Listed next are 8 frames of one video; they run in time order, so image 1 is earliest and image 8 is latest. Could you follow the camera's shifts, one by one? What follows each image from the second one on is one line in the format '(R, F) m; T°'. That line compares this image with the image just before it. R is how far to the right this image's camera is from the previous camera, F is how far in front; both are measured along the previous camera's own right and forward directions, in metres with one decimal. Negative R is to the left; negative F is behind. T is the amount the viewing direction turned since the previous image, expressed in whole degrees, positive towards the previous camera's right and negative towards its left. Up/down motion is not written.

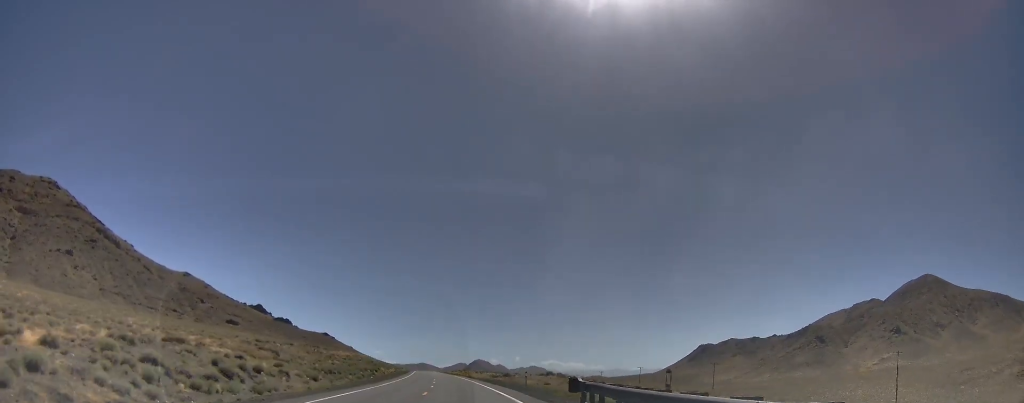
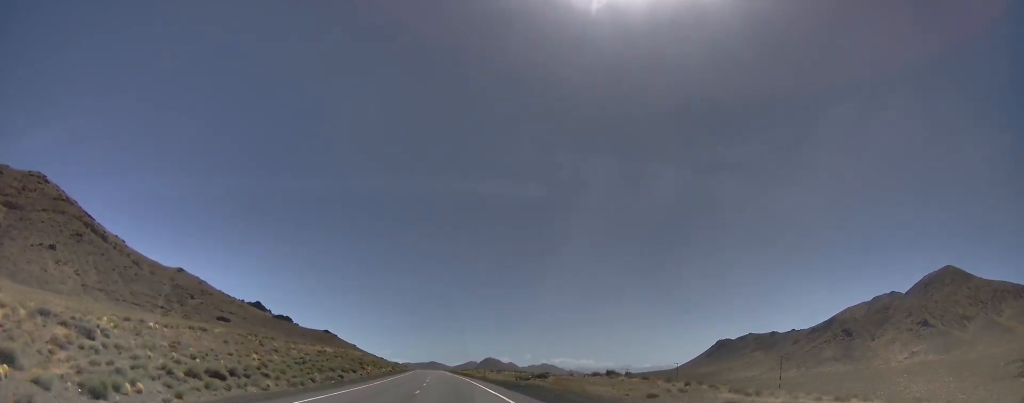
(-0.1, +26.8) m; 0°
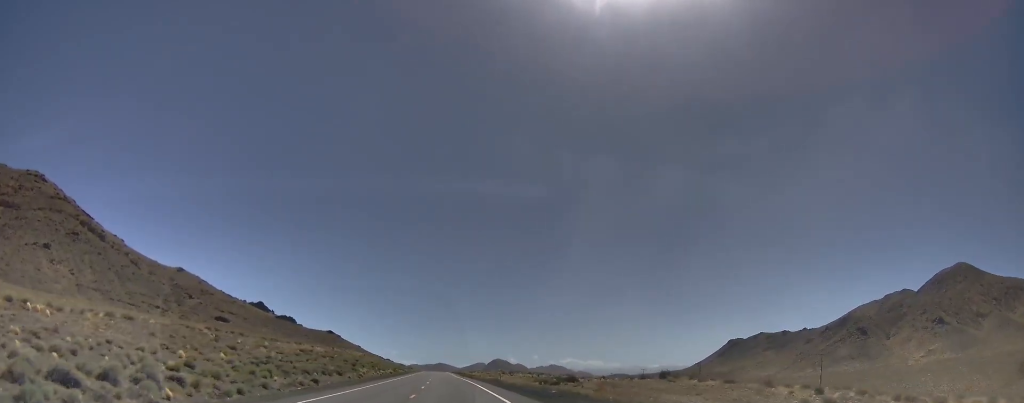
(-0.1, +10.6) m; 0°
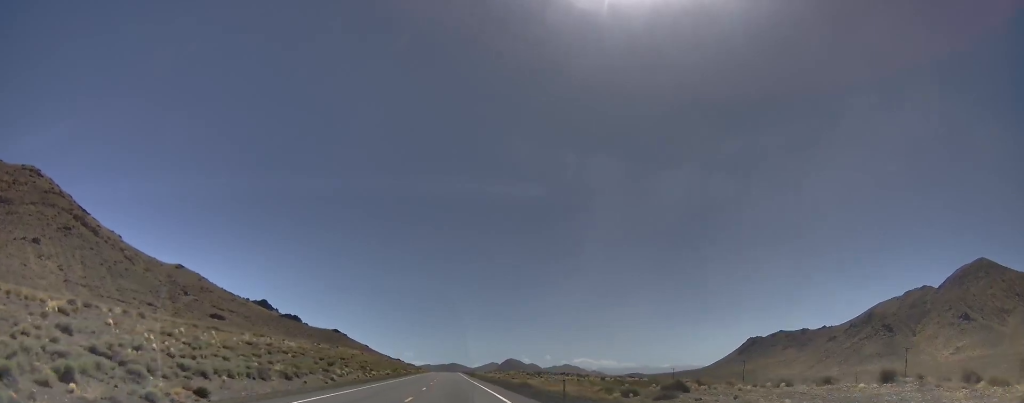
(0.0, +16.4) m; +3°
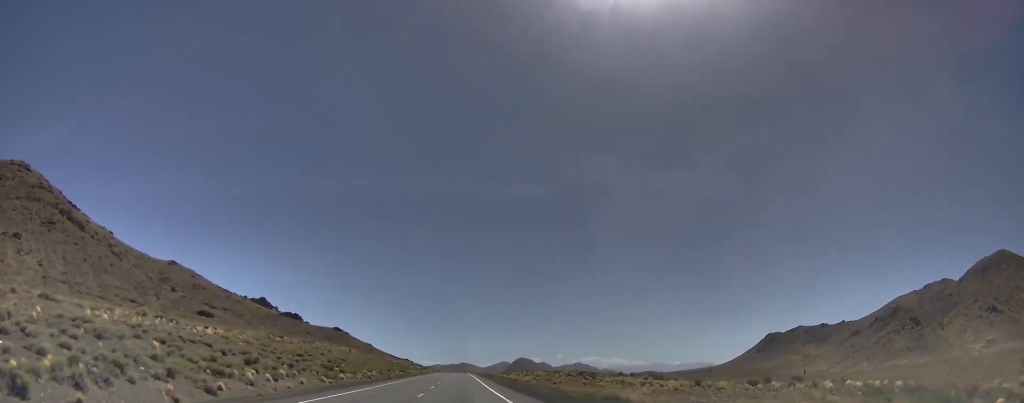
(+1.2, +30.6) m; +3°
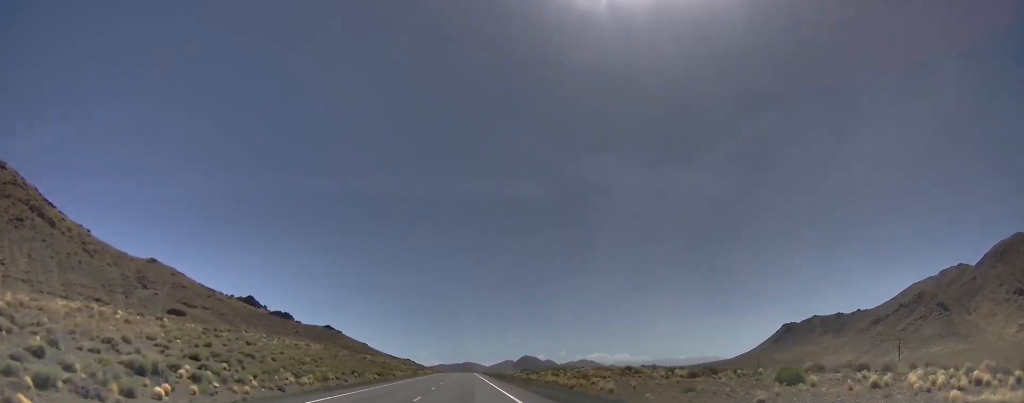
(+0.5, +40.9) m; 0°
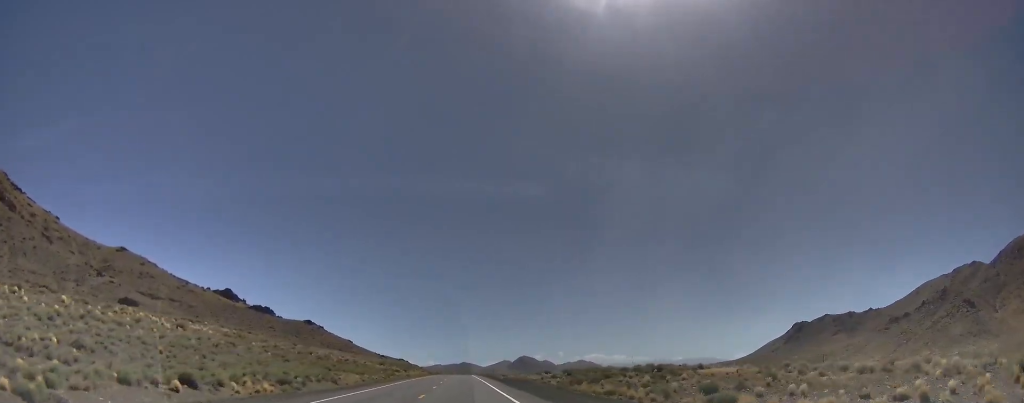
(-0.1, +46.5) m; 0°
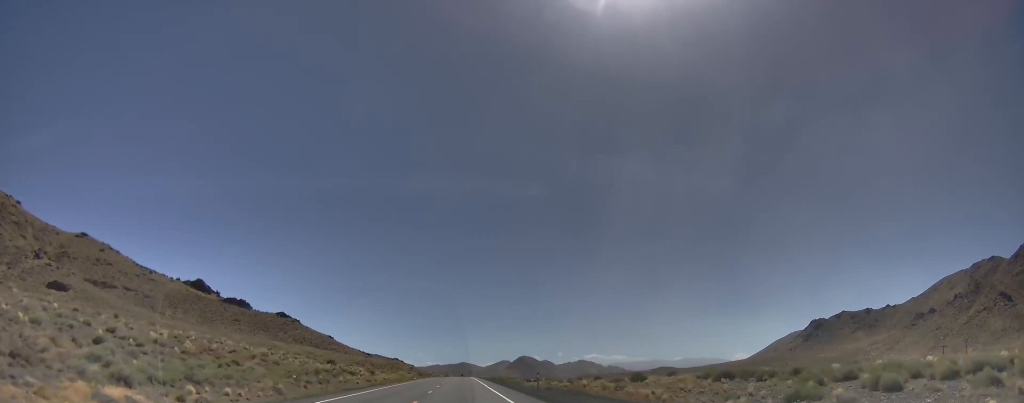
(-0.4, +56.5) m; -1°
